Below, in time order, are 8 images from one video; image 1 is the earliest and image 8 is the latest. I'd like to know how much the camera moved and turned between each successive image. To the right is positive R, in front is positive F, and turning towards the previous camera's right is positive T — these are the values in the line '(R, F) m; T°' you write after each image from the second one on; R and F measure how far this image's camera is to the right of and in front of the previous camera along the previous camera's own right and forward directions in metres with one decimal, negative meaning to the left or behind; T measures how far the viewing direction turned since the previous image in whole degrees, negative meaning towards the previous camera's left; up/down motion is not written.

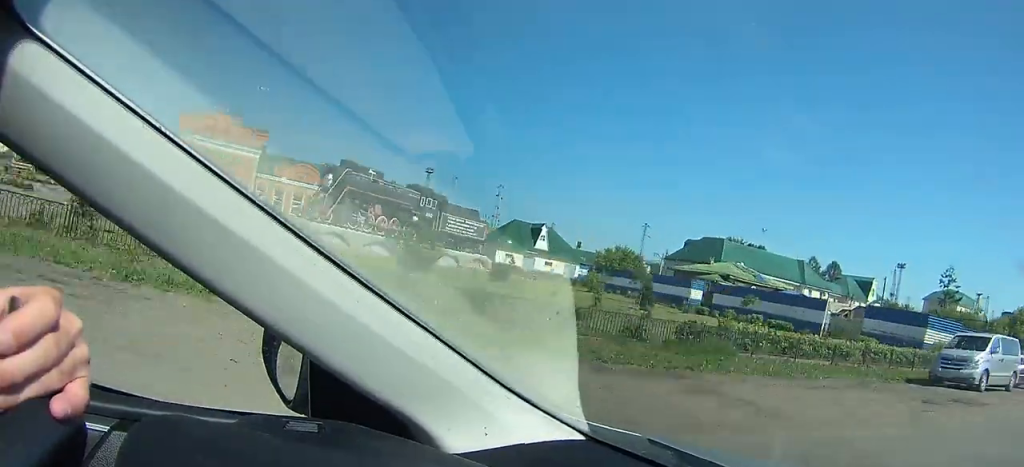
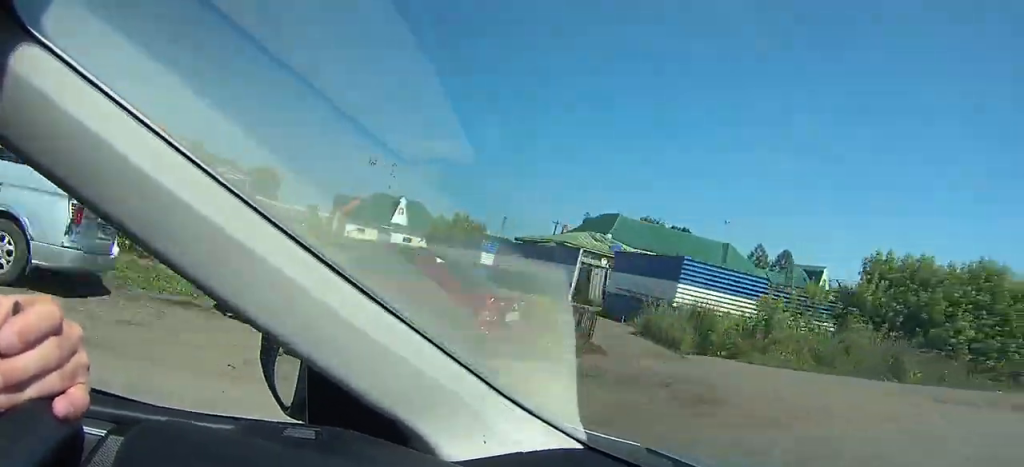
(-0.6, +26.0) m; -1°
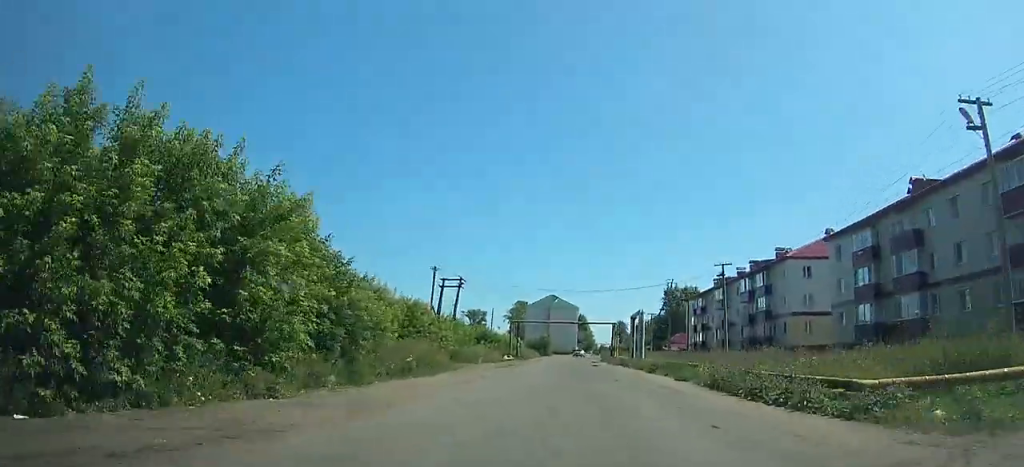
(+0.3, +26.0) m; +1°
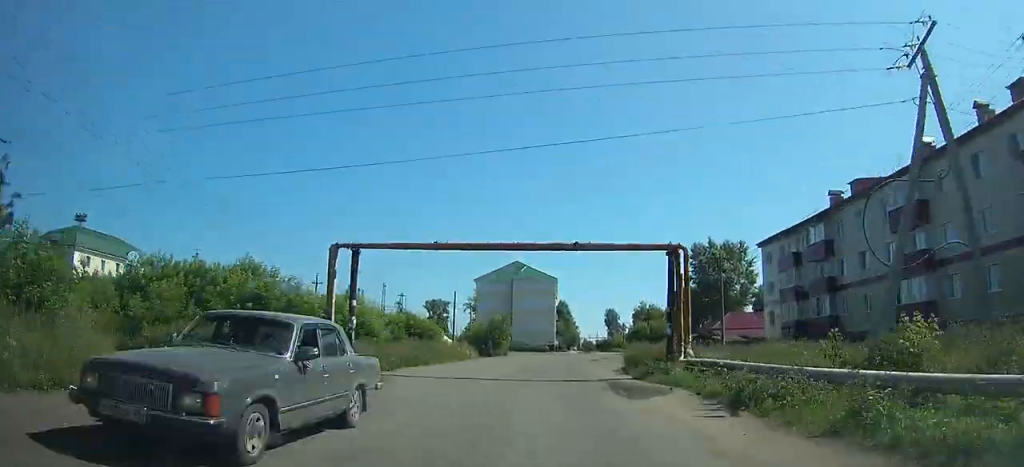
(+0.9, +53.4) m; +2°
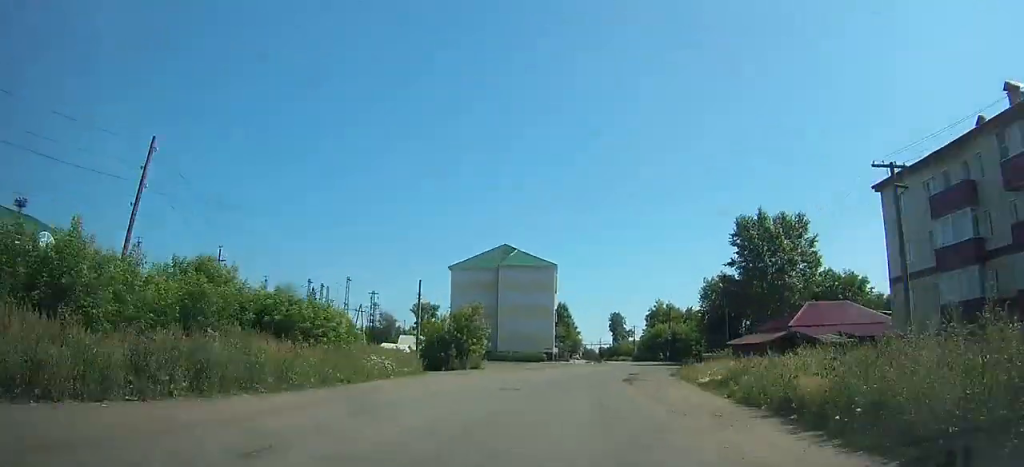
(-0.2, +22.7) m; +2°
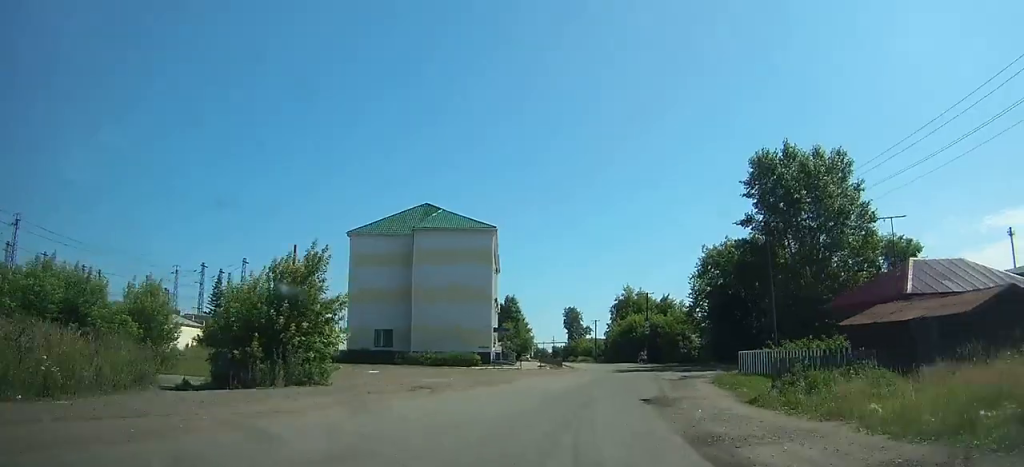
(+0.7, +21.5) m; +4°
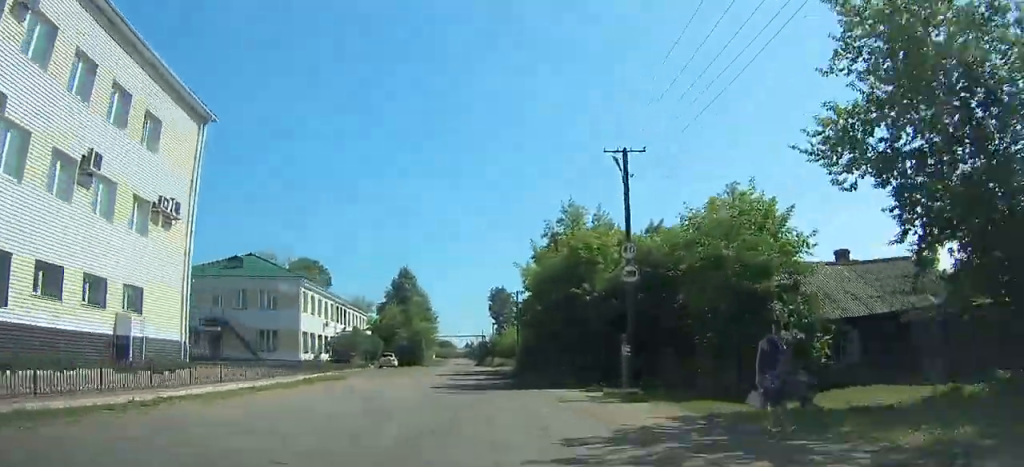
(+3.6, +50.9) m; +2°
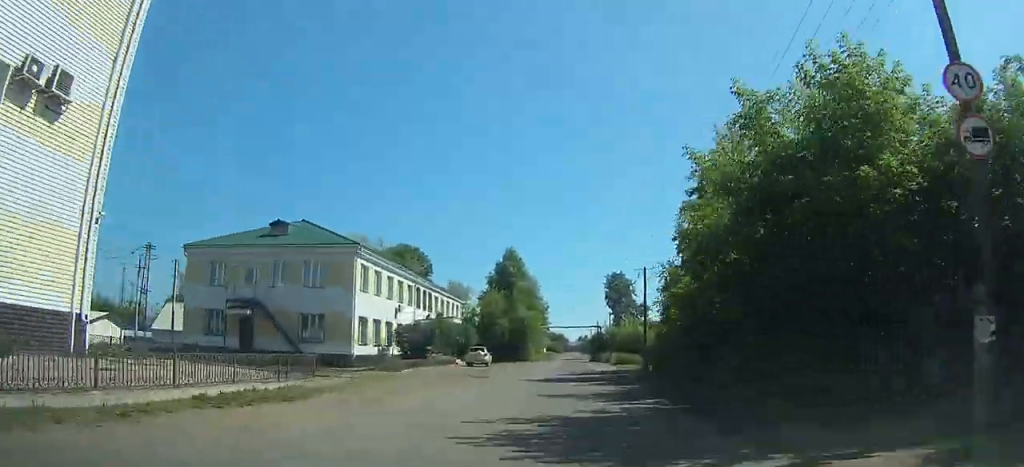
(-0.1, +14.2) m; -5°
